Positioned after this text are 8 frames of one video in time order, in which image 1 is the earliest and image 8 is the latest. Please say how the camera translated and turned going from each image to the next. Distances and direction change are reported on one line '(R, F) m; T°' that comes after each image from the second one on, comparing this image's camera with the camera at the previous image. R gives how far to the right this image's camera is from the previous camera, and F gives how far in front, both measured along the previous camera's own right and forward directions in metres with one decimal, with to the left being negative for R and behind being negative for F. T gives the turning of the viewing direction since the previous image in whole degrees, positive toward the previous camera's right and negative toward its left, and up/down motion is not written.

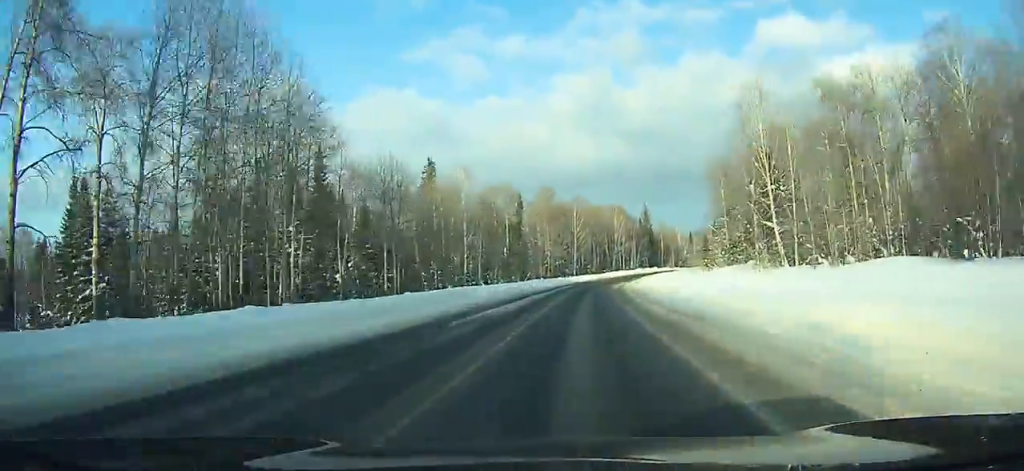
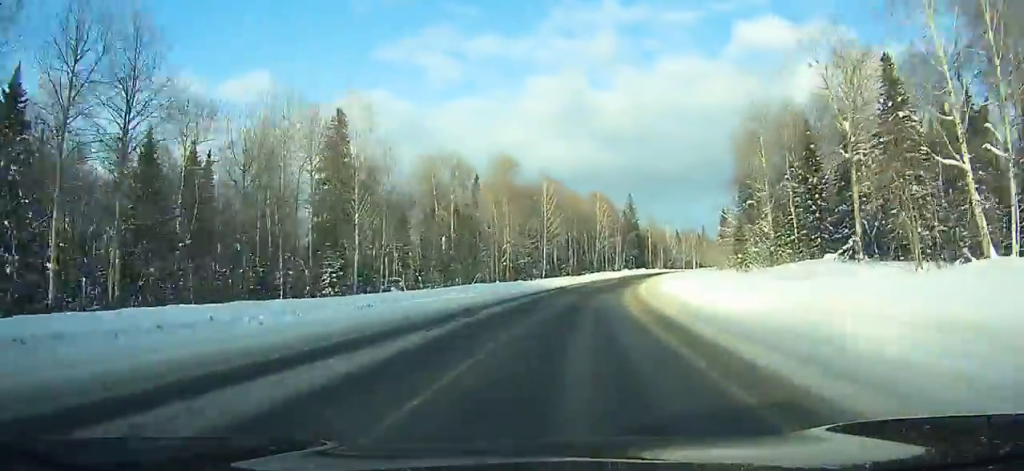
(+0.1, +41.7) m; +2°
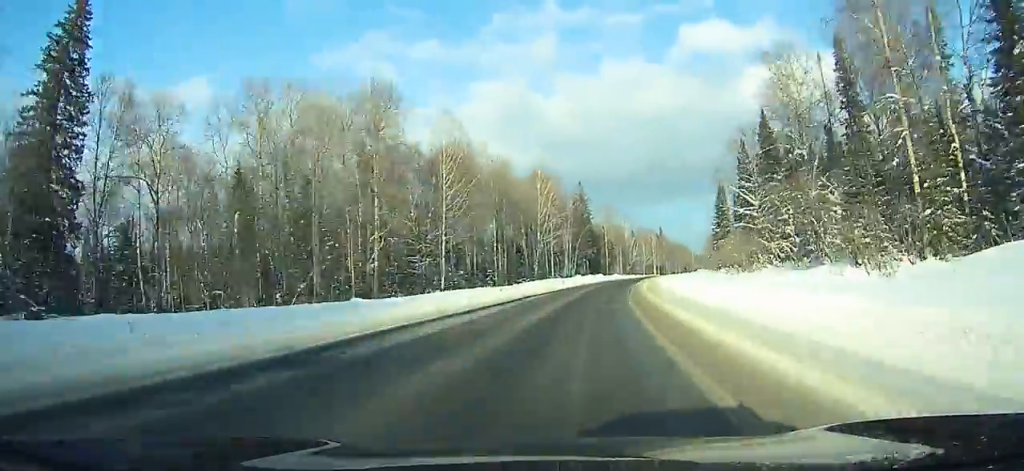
(+0.4, +47.8) m; +4°
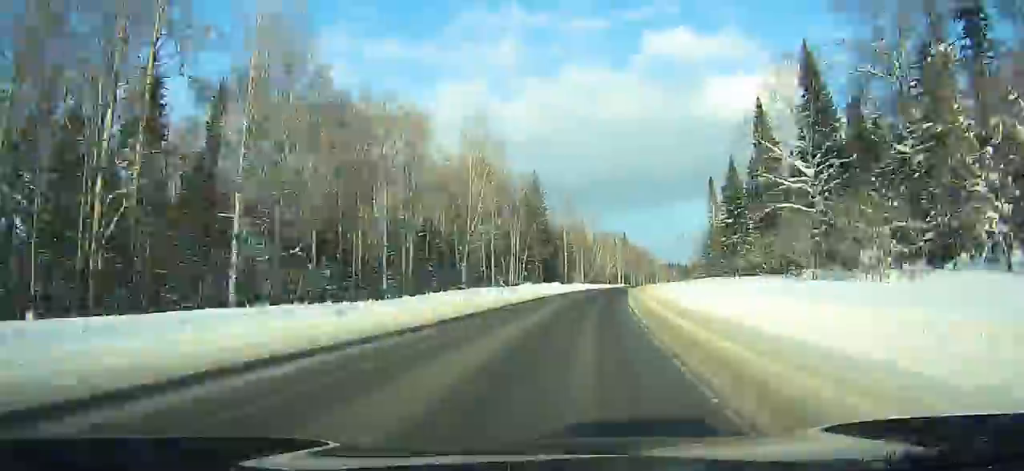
(+2.1, +33.8) m; +4°
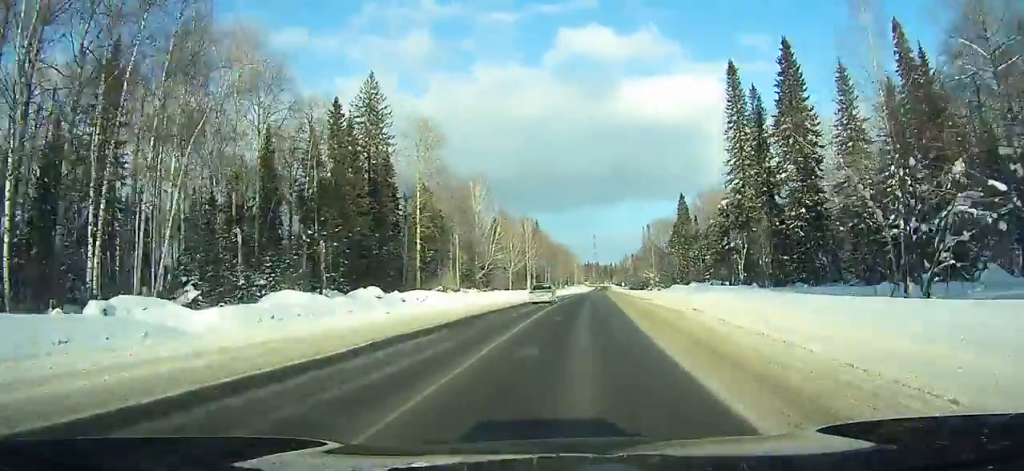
(+6.0, +77.0) m; +7°
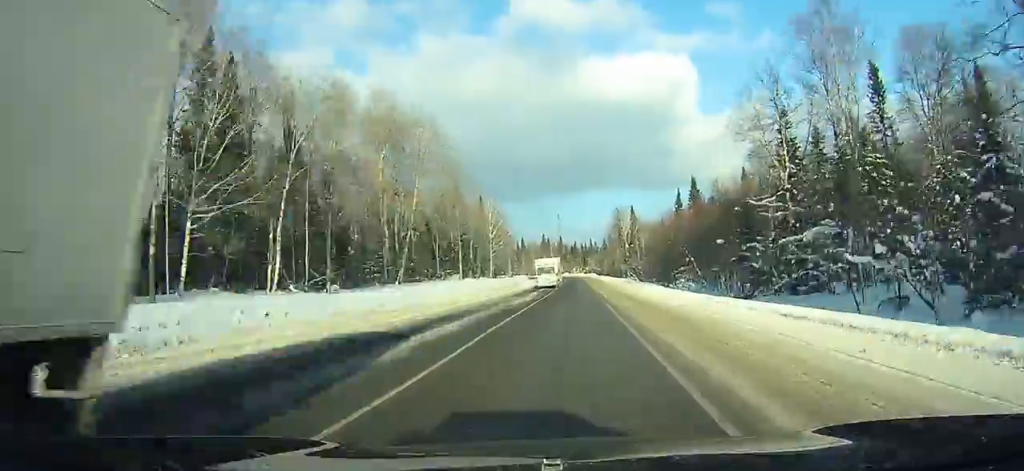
(+14.8, +230.1) m; +5°
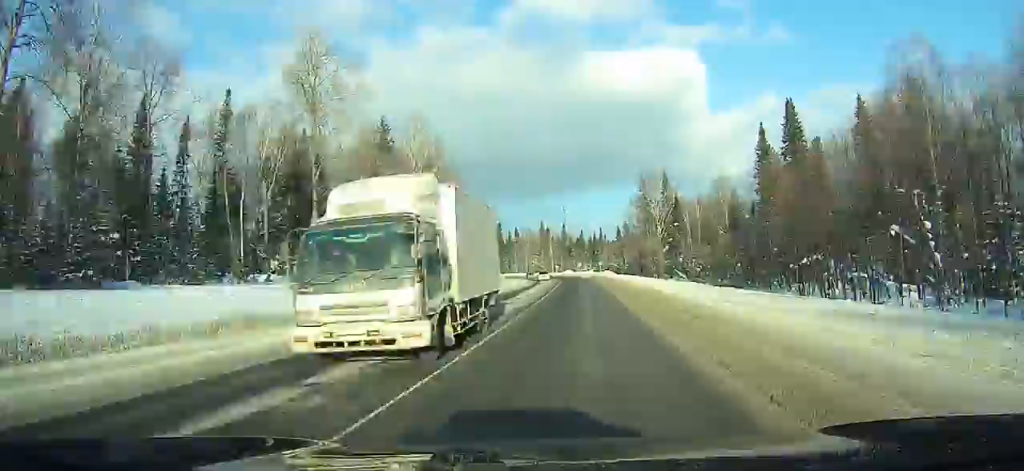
(-0.1, +63.4) m; -1°
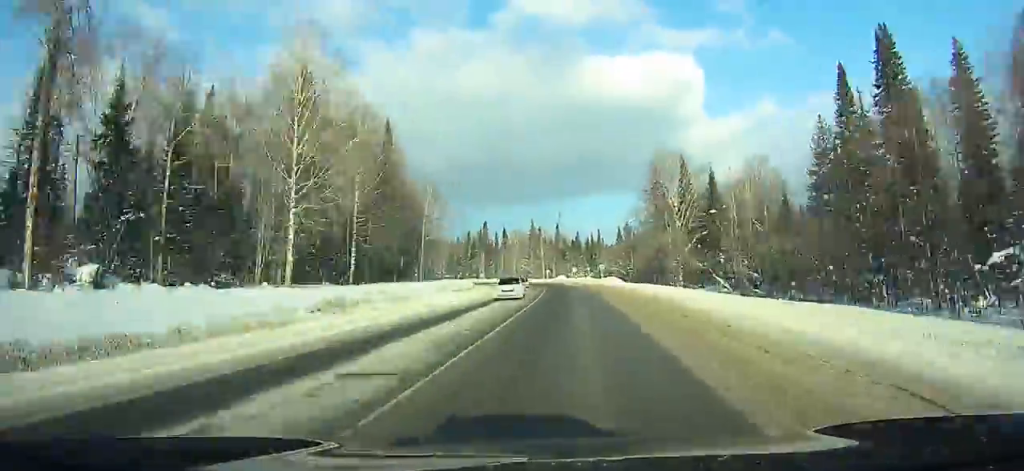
(-0.2, +29.7) m; -1°
